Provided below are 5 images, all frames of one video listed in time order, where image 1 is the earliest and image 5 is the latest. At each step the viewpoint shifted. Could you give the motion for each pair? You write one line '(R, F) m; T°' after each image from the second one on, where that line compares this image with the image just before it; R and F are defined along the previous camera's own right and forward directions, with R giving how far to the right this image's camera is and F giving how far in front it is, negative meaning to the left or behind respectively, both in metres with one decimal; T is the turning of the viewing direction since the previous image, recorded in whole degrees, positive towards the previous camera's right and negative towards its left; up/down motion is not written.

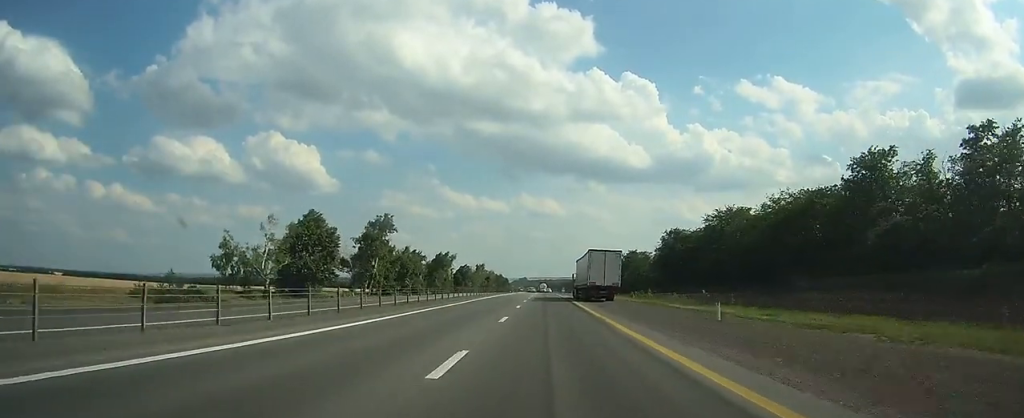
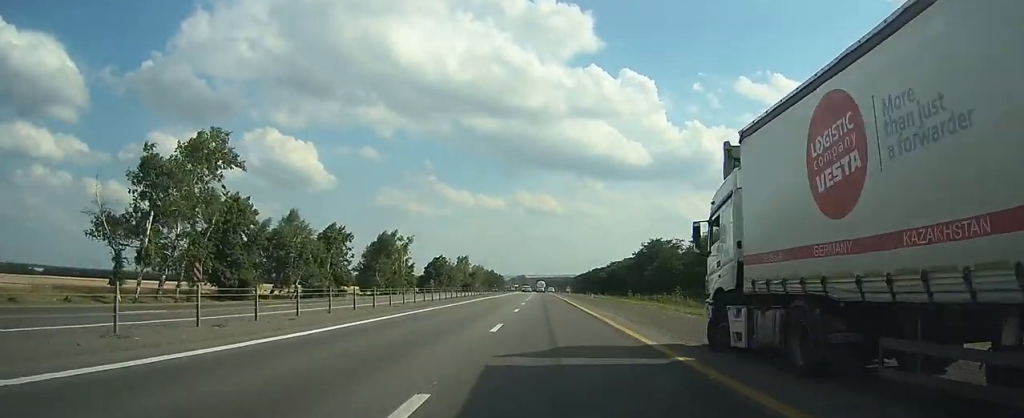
(+0.1, +54.3) m; 0°
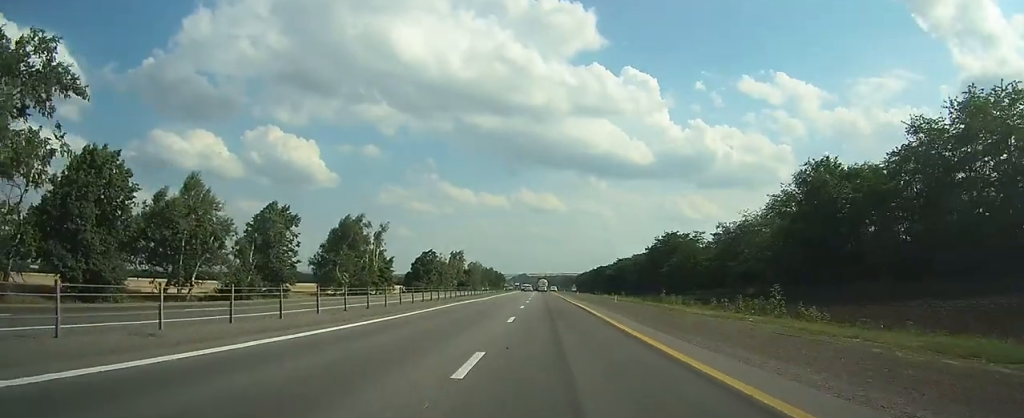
(0.0, +21.4) m; 0°
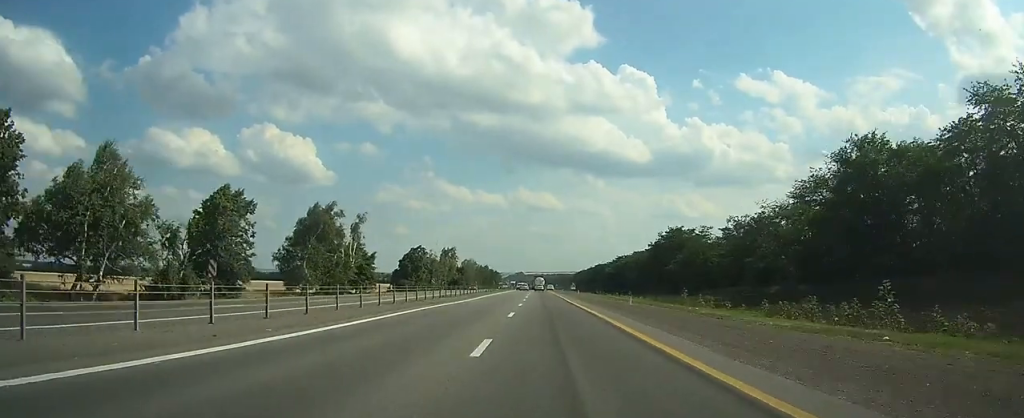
(0.0, +10.7) m; 0°
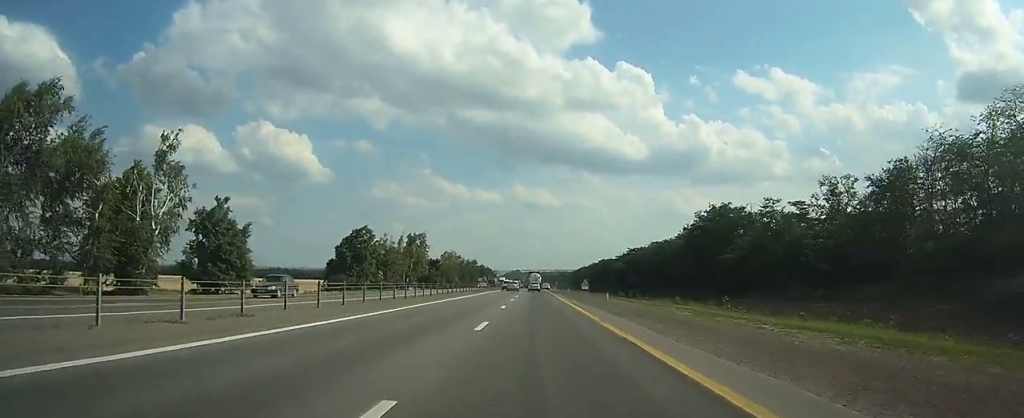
(+0.1, +46.9) m; 0°
